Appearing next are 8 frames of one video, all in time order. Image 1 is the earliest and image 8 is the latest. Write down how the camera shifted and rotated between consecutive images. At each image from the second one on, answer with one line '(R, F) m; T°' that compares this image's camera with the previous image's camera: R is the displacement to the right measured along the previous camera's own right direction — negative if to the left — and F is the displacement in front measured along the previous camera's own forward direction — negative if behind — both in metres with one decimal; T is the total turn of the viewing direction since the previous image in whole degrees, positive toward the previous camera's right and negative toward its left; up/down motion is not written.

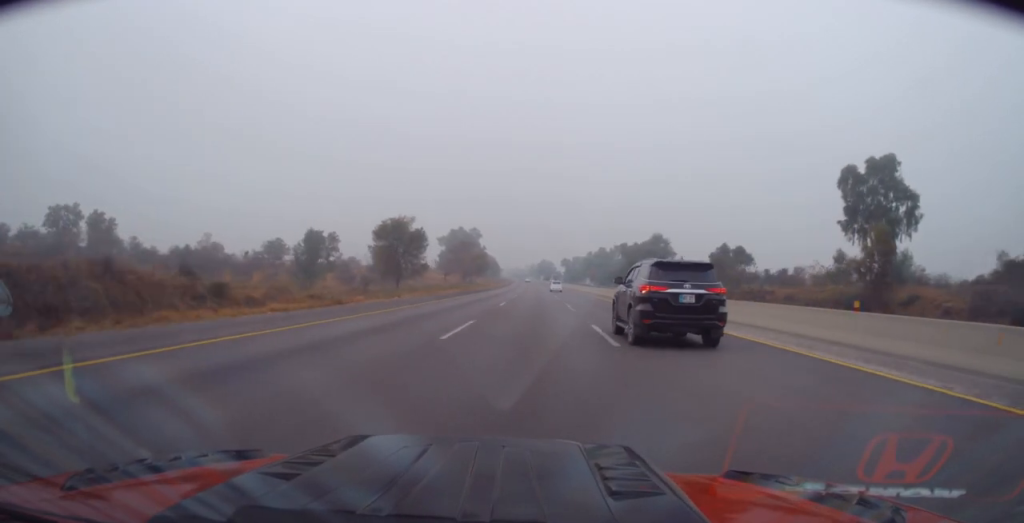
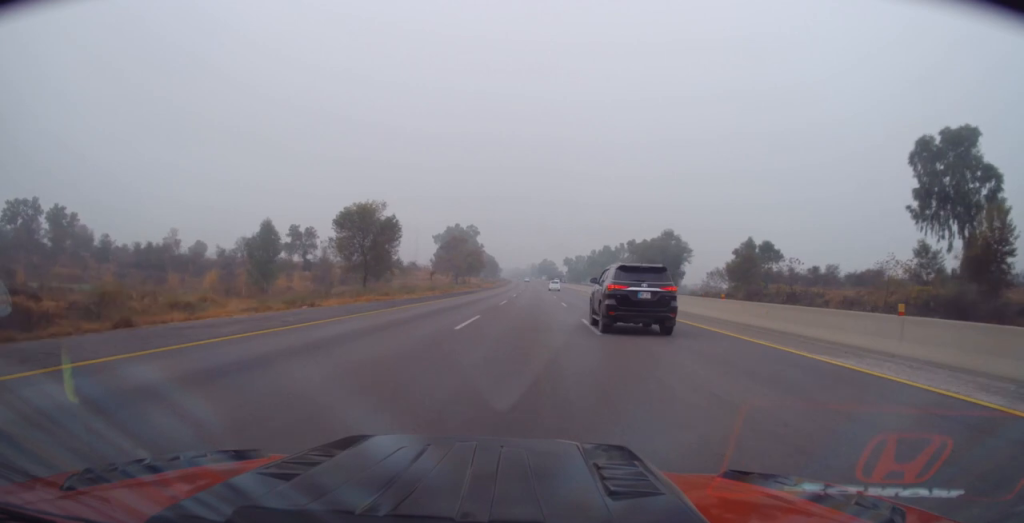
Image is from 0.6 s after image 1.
(-0.2, +15.0) m; -1°
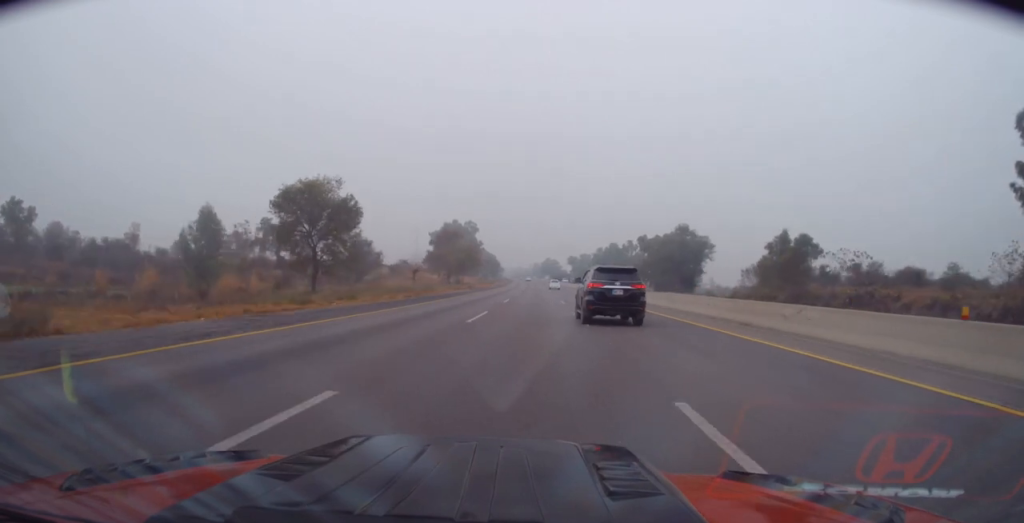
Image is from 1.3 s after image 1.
(+0.2, +15.1) m; -1°
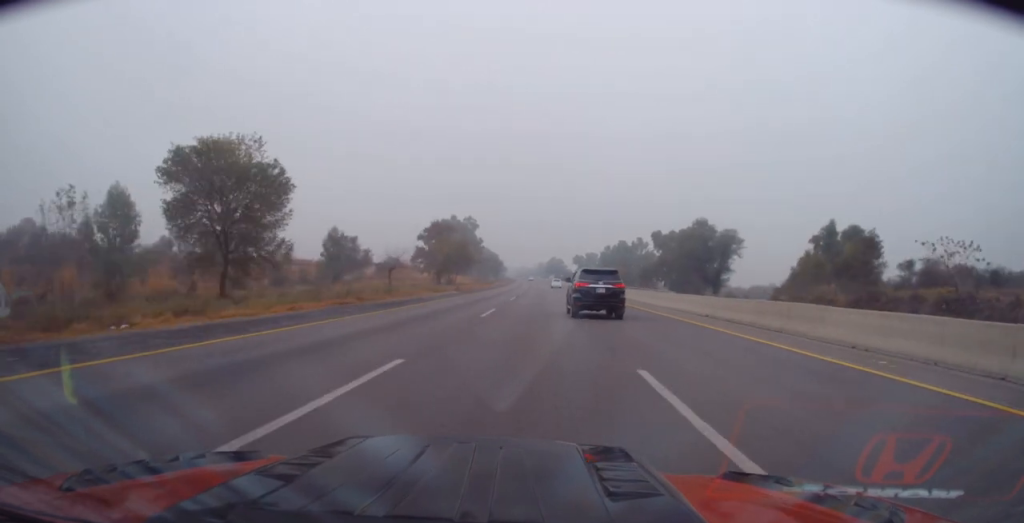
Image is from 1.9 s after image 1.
(-0.3, +15.1) m; 0°
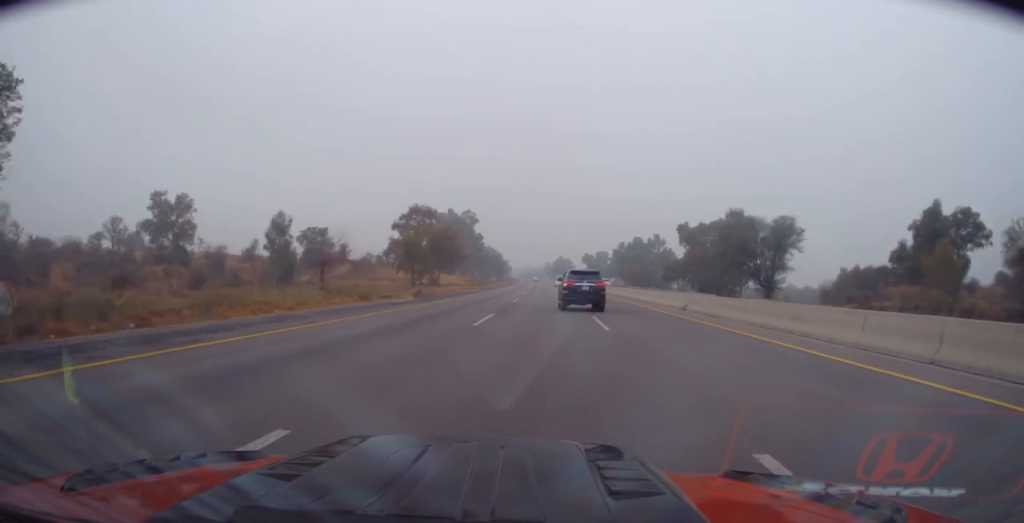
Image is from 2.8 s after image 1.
(0.0, +22.3) m; 0°
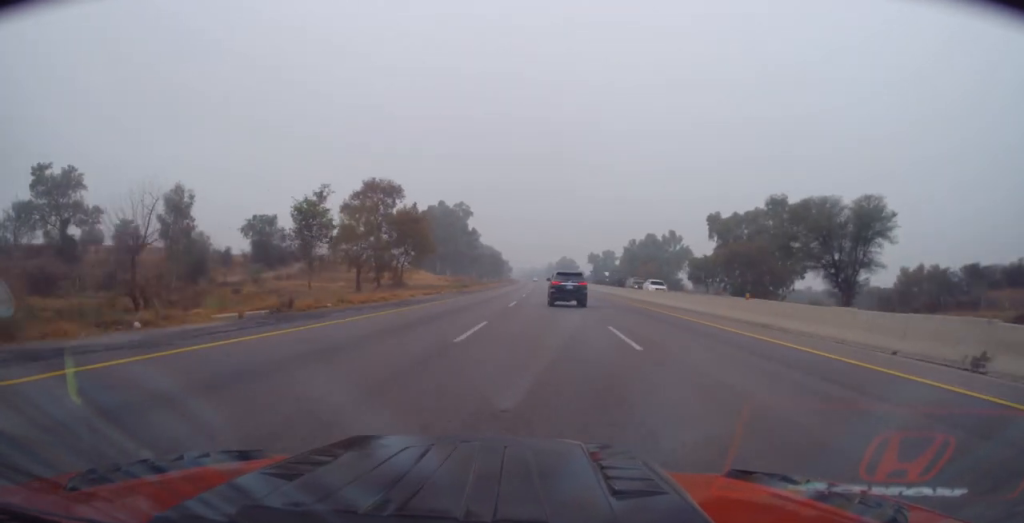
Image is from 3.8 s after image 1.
(+0.2, +22.4) m; 0°
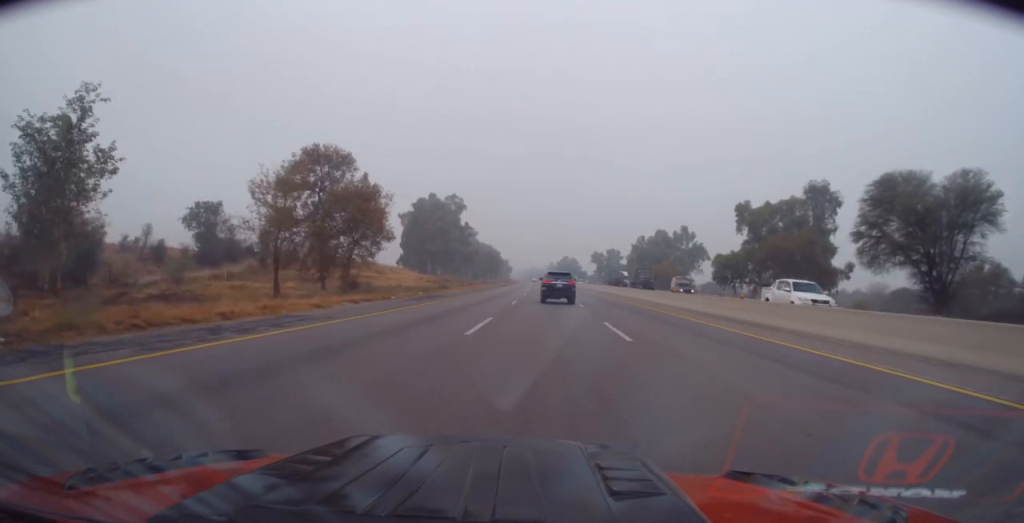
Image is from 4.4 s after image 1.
(-0.3, +16.1) m; -1°
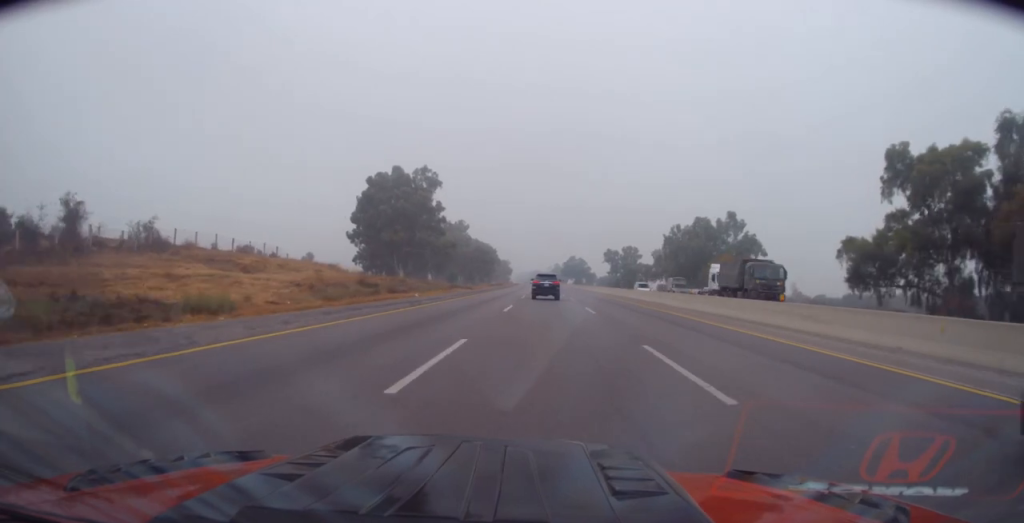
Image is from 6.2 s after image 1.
(+0.4, +42.9) m; +1°
